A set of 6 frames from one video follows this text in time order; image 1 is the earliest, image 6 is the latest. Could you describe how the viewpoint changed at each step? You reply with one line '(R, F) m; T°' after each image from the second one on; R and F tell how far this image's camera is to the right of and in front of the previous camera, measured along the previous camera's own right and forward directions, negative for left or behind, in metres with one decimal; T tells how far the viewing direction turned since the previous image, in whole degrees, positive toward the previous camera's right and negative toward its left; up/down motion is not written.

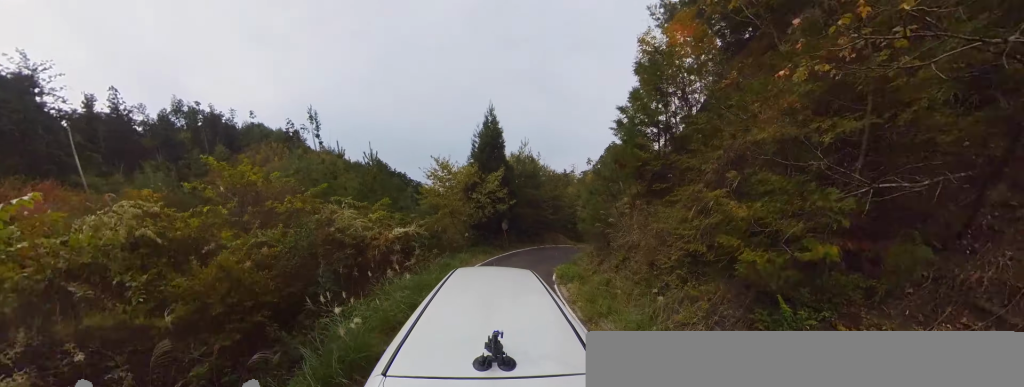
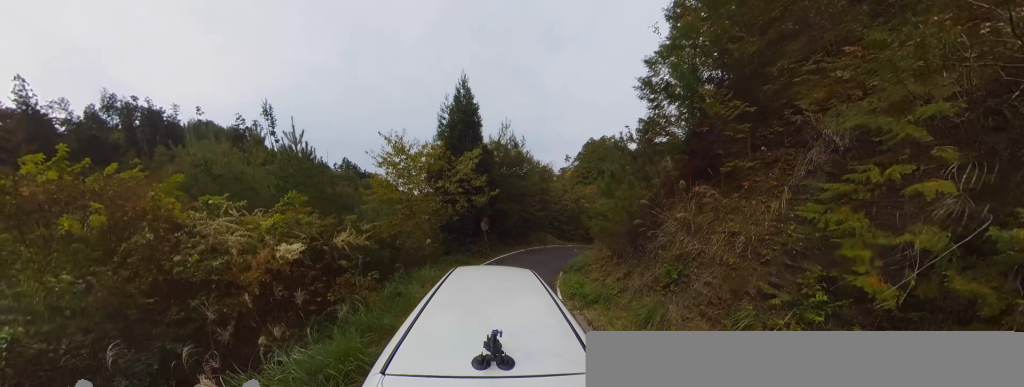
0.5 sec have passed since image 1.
(+0.5, +2.7) m; +14°
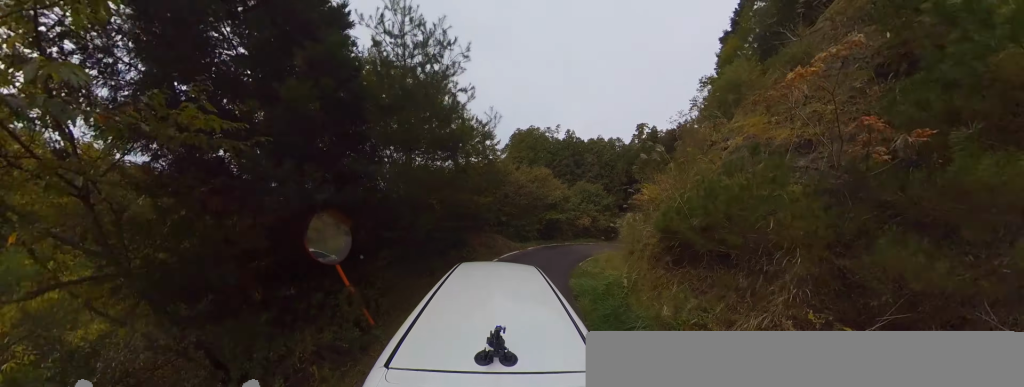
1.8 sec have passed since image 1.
(+3.1, +7.5) m; +34°
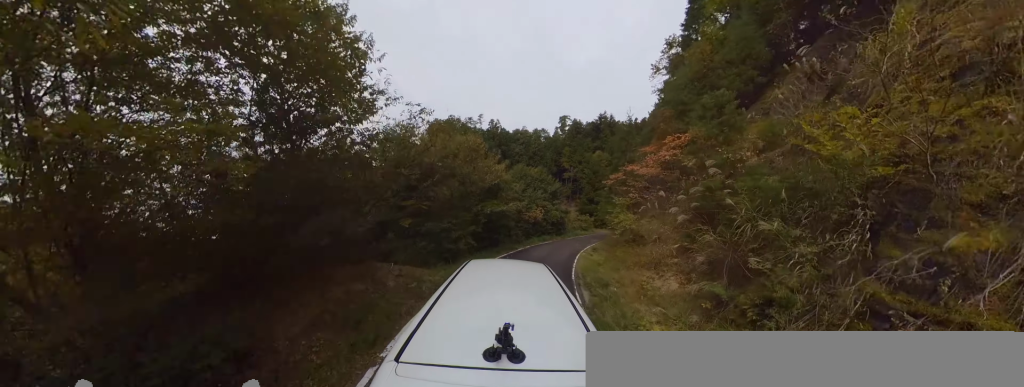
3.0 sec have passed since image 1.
(+0.9, +8.5) m; +16°
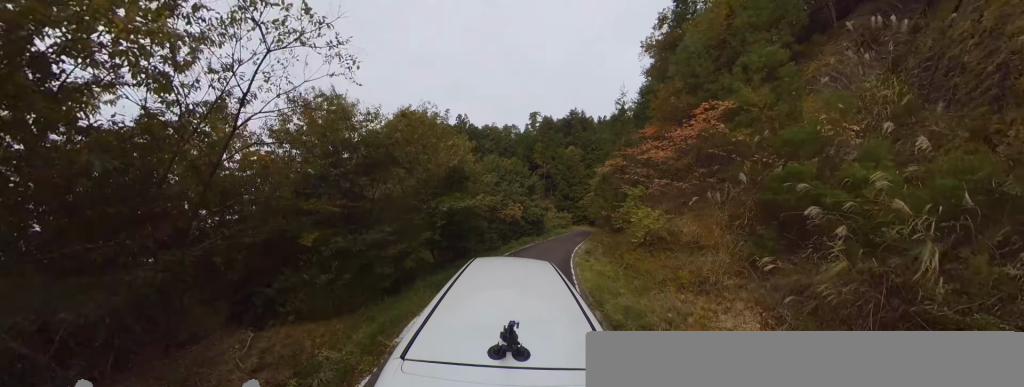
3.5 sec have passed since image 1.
(+0.5, +3.6) m; +5°
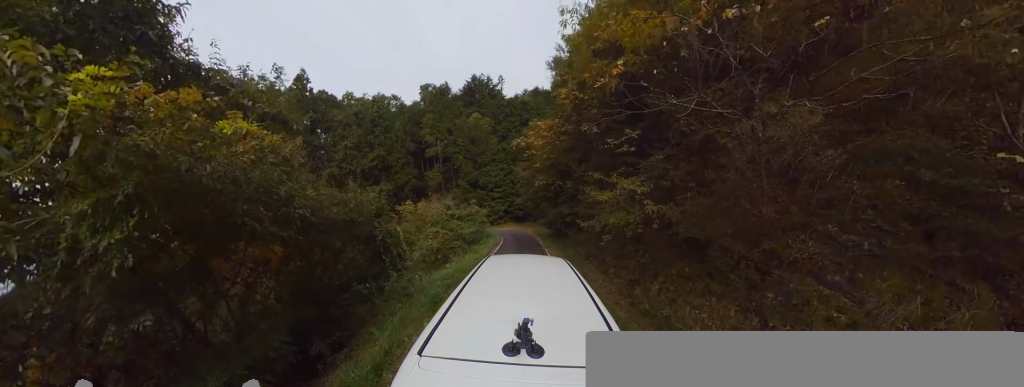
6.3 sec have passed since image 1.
(+1.8, +18.6) m; +3°
